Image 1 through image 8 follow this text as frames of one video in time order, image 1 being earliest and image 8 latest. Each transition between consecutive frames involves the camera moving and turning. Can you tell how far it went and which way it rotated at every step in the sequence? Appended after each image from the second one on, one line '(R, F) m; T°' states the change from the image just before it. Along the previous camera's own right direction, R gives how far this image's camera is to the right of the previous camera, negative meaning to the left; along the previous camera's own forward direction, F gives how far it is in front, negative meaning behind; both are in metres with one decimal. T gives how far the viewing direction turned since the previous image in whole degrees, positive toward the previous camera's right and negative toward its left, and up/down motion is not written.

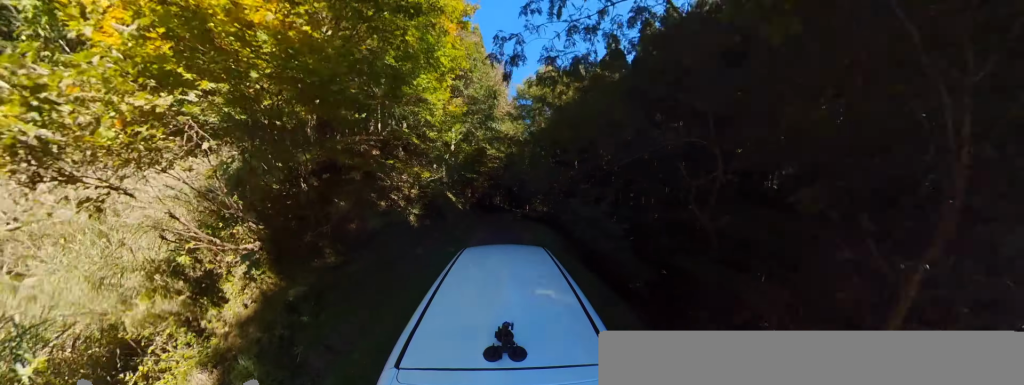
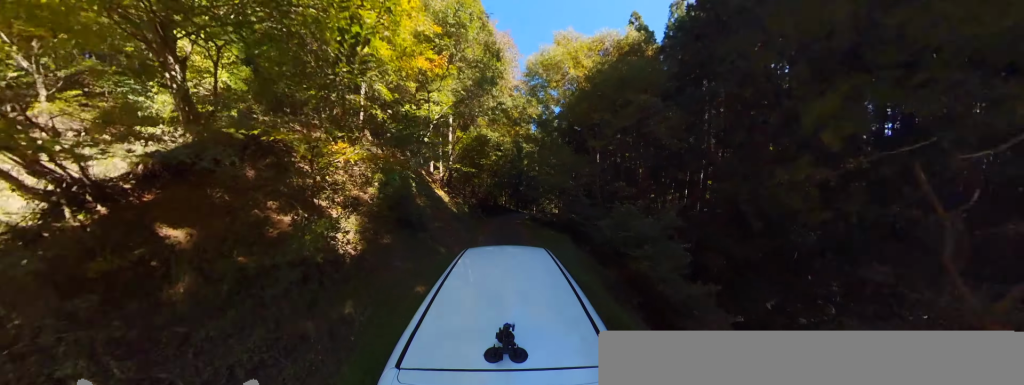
(0.0, +3.6) m; +3°
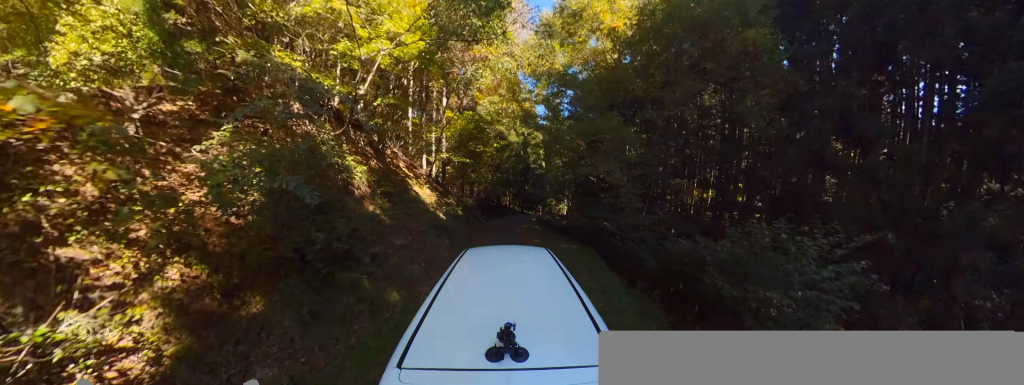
(-0.2, +3.5) m; +8°
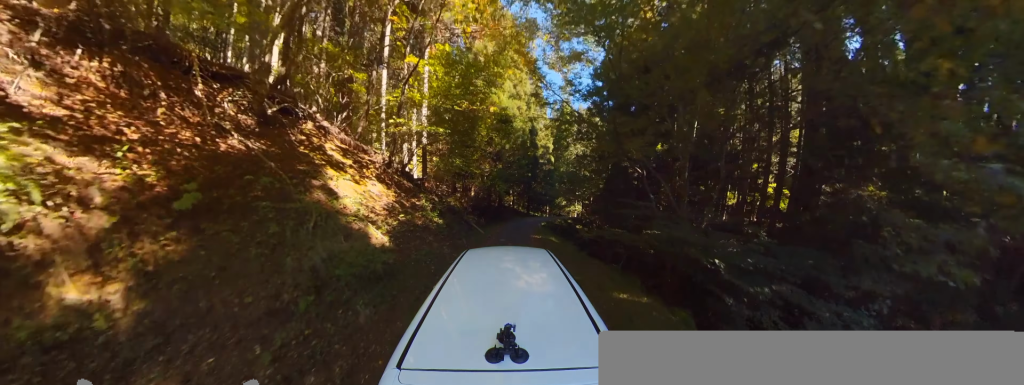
(+0.8, +4.3) m; +4°
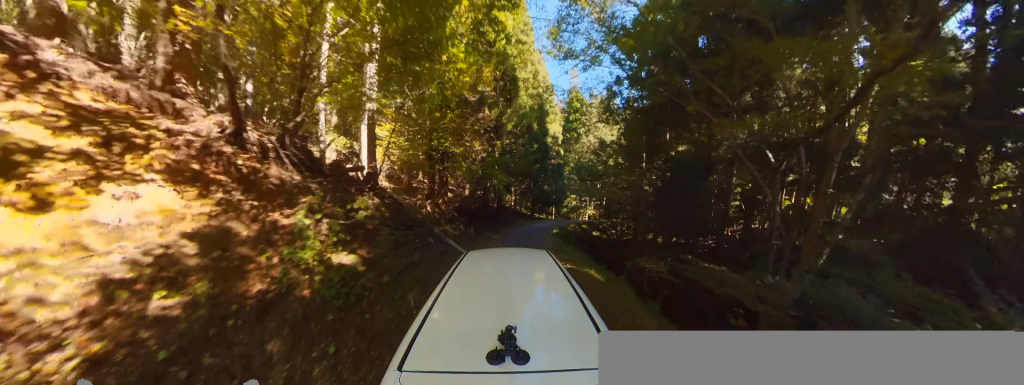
(+0.1, +4.4) m; +4°
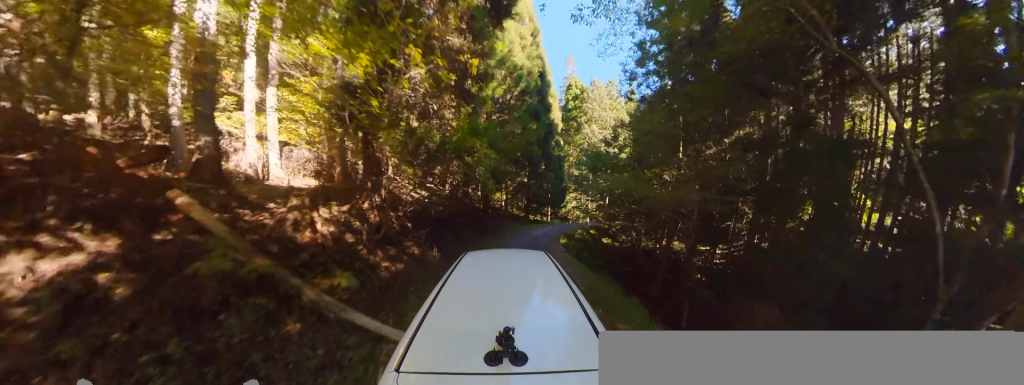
(-0.5, +3.6) m; +6°
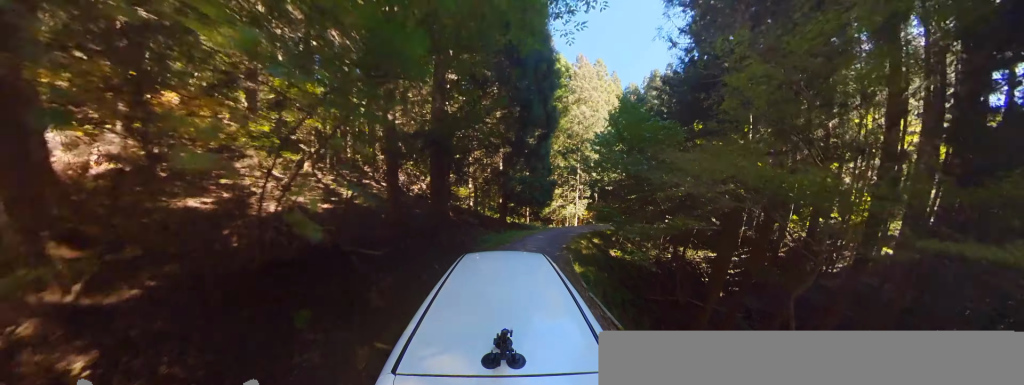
(+1.5, +4.7) m; +15°
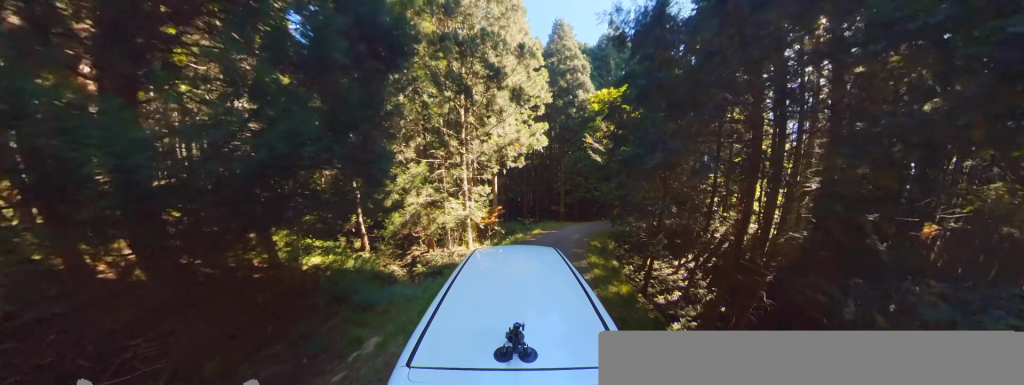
(+5.2, +12.5) m; +45°
